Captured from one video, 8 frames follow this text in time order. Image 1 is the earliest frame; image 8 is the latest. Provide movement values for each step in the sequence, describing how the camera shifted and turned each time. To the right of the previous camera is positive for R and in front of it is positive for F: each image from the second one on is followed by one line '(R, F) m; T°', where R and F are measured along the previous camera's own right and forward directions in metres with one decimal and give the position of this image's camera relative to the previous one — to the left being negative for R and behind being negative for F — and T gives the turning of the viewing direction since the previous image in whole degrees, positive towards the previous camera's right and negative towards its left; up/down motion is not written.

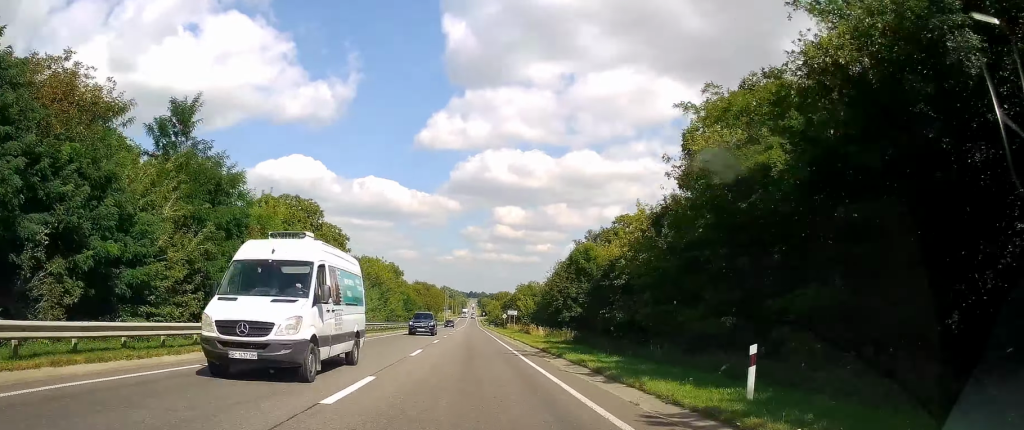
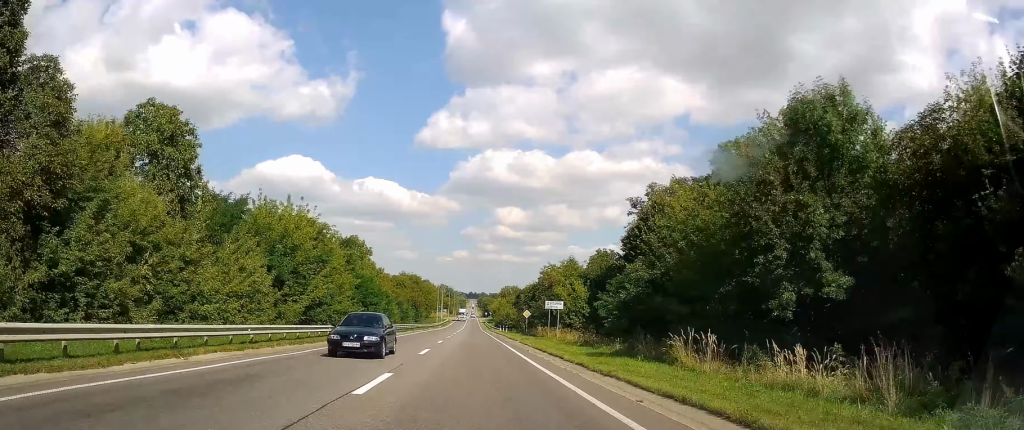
(-0.4, +47.8) m; 0°
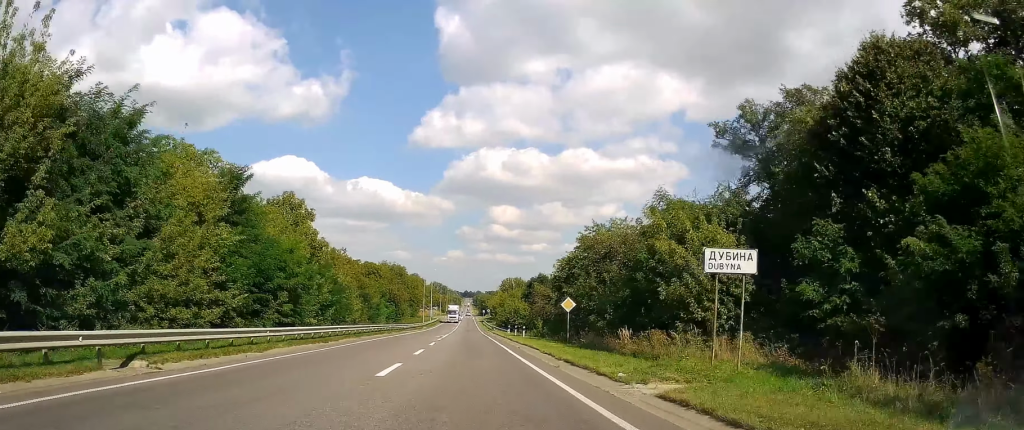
(+0.4, +34.9) m; +1°
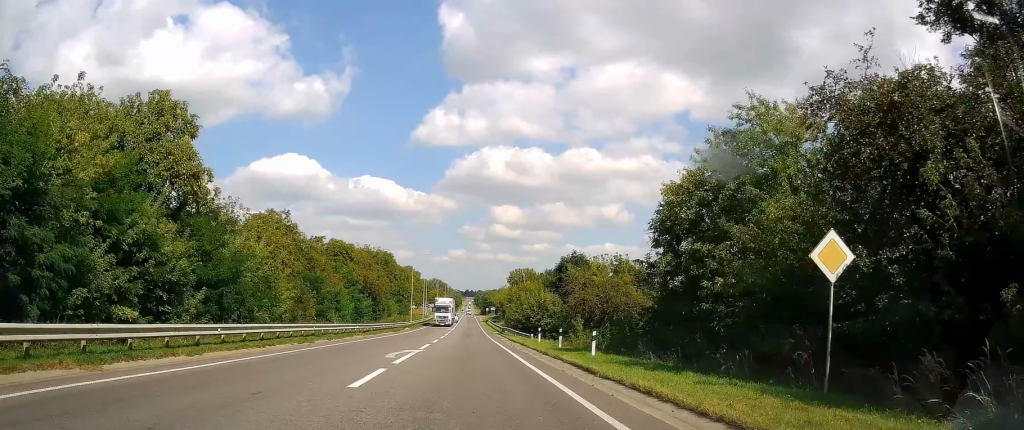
(+0.1, +29.8) m; +1°
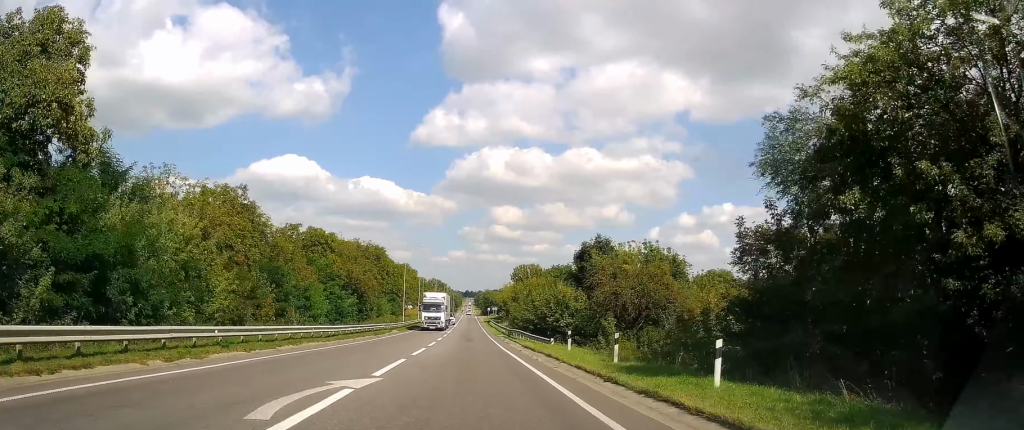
(+0.2, +11.9) m; 0°
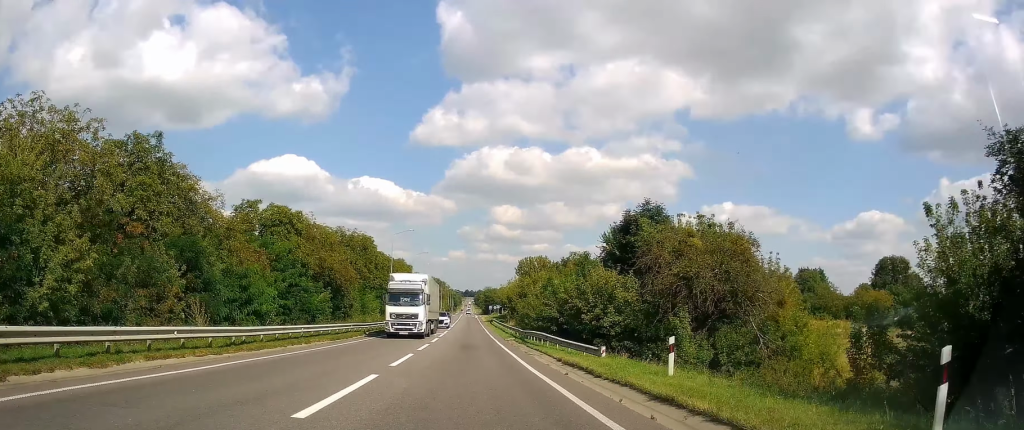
(+0.2, +15.2) m; 0°
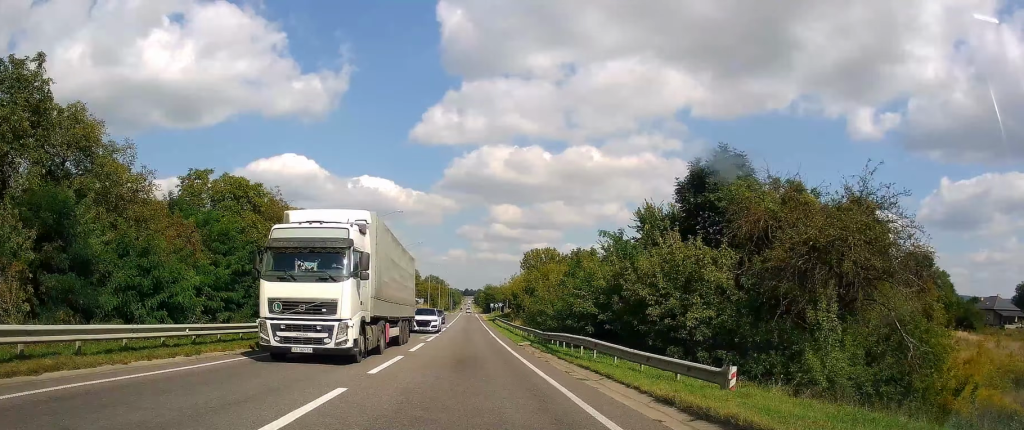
(-0.1, +11.9) m; -1°
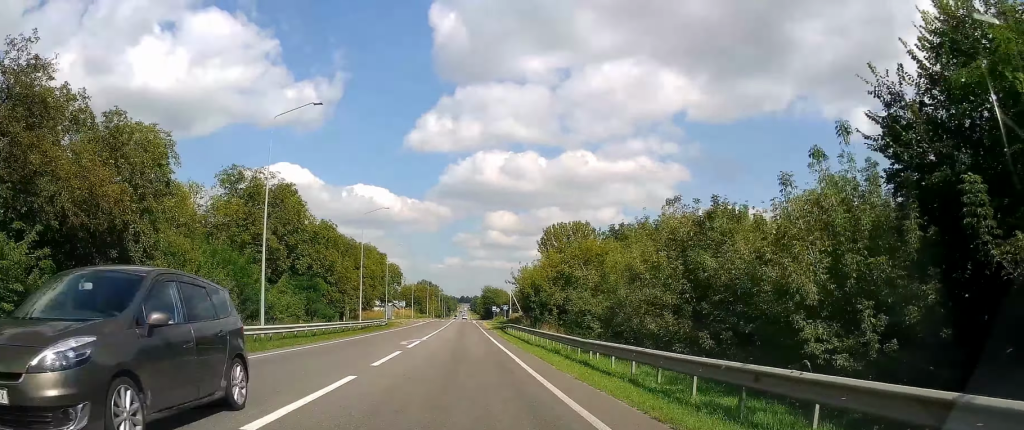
(-0.6, +33.5) m; -1°
